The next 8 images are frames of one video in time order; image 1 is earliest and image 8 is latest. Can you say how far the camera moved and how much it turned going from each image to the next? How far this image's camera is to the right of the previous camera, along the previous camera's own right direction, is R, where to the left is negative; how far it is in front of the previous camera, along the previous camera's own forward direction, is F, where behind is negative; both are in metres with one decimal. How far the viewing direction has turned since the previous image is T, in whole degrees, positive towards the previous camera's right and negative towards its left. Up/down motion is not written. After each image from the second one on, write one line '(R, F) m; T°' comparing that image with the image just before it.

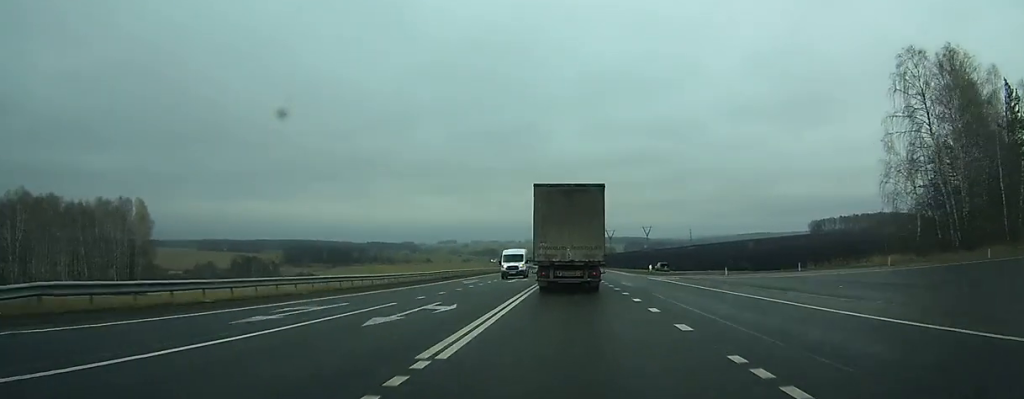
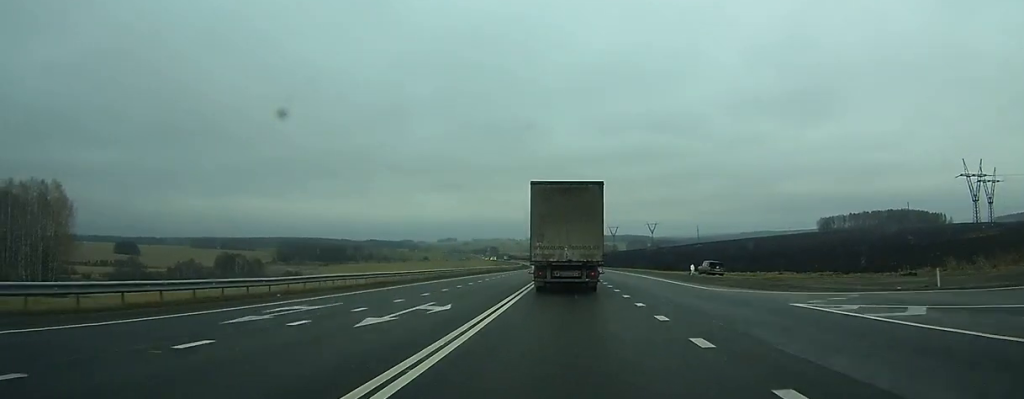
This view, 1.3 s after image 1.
(-0.1, +29.9) m; 0°
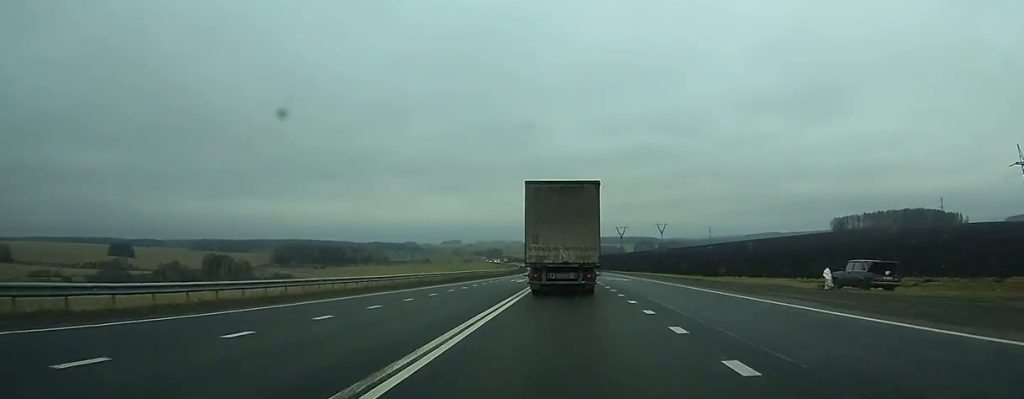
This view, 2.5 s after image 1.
(-0.1, +30.1) m; 0°
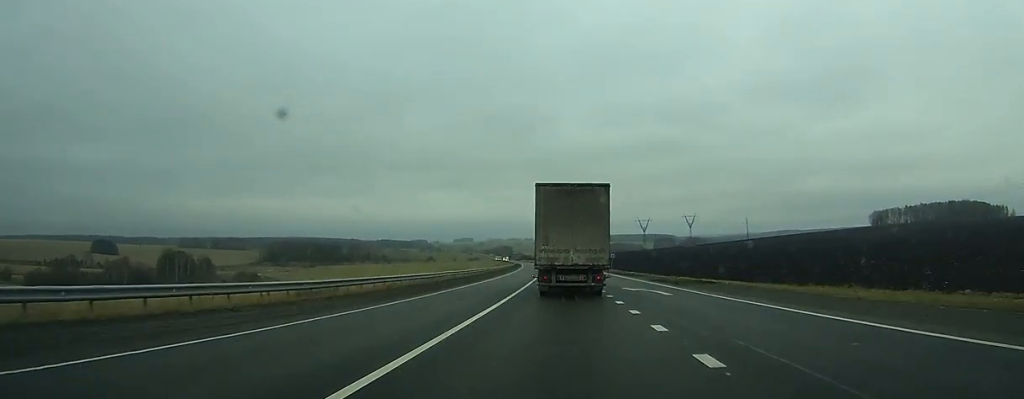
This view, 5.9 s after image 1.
(-0.9, +80.5) m; -2°
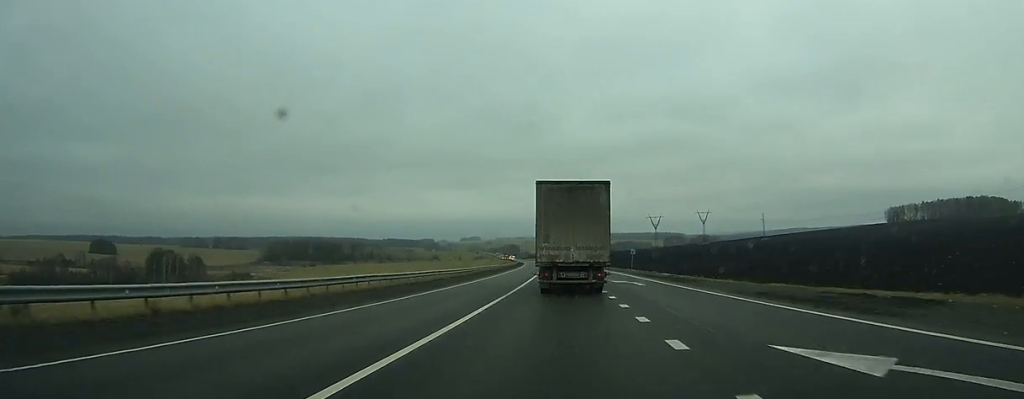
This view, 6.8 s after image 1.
(-0.1, +22.9) m; -1°
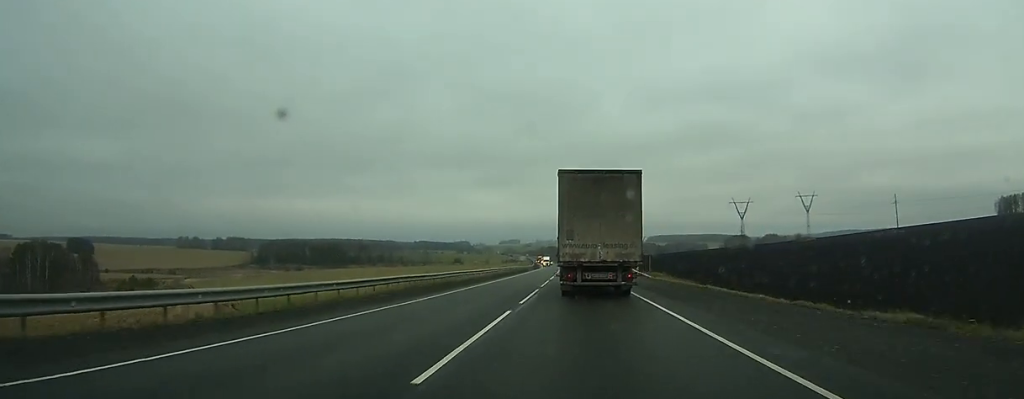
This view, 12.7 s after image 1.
(-5.7, +145.5) m; -4°
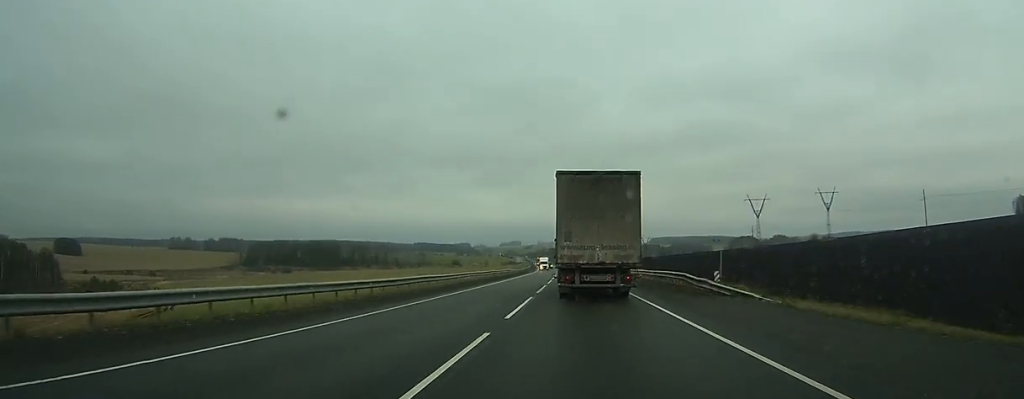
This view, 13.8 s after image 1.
(-0.1, +28.3) m; 0°
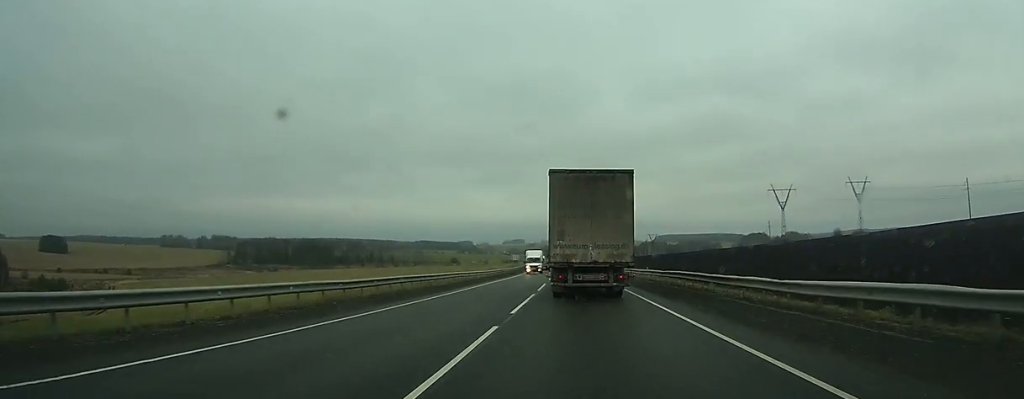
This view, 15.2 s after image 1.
(-0.1, +34.9) m; -1°
